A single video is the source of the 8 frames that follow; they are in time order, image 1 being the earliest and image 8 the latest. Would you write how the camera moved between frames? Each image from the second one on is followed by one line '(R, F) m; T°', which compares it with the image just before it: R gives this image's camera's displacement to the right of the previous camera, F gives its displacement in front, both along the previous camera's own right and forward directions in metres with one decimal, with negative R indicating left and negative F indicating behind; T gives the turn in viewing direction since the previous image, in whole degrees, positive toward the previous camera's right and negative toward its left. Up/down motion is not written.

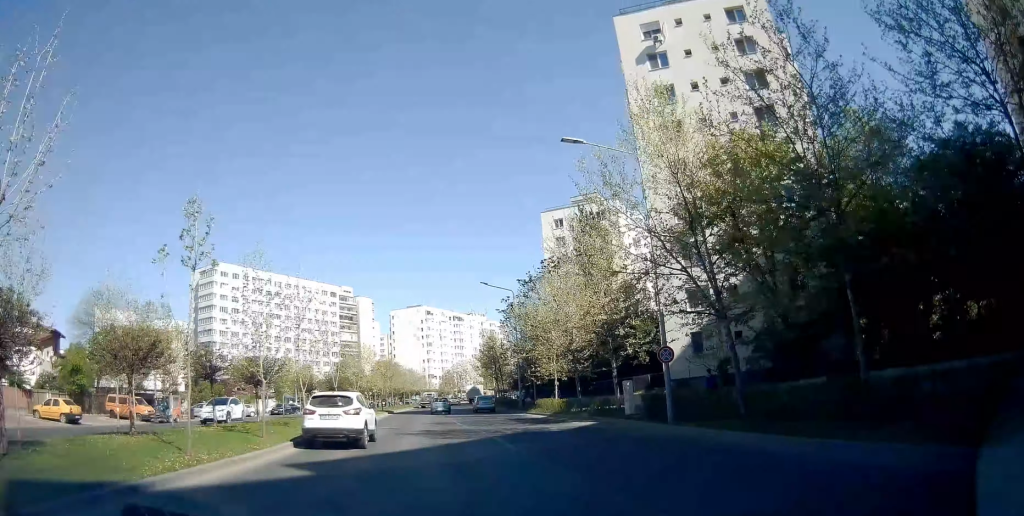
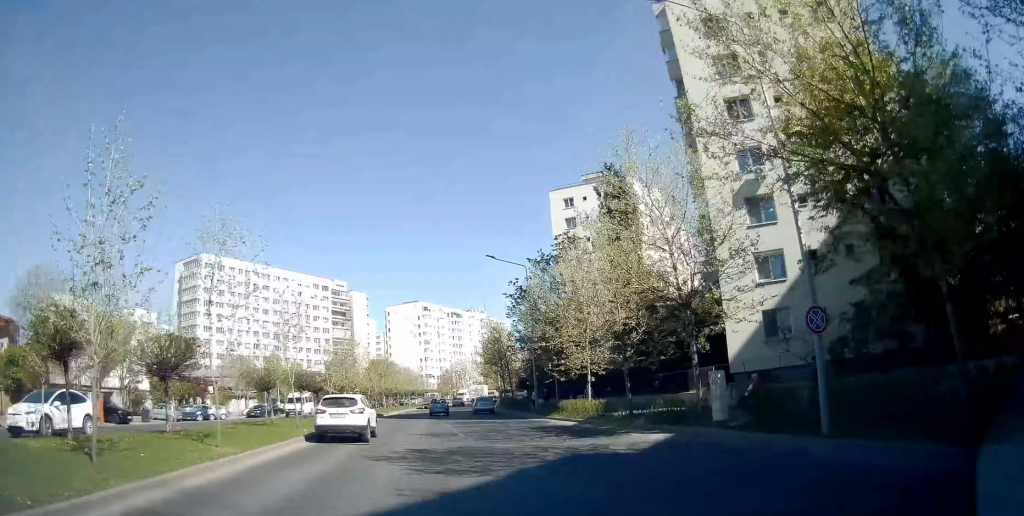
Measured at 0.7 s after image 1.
(-0.1, +8.9) m; -1°
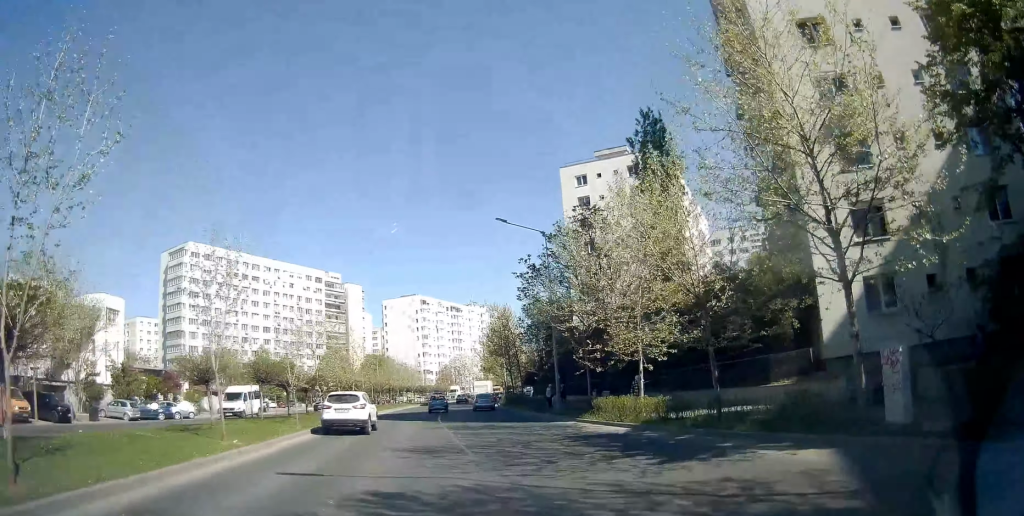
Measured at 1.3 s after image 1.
(-0.1, +7.7) m; -1°
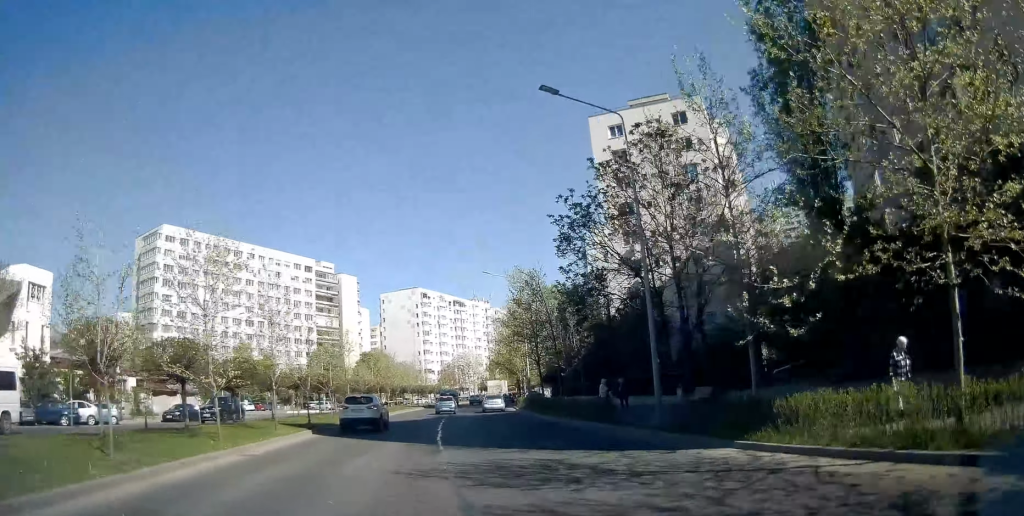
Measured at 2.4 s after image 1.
(-0.1, +14.0) m; 0°
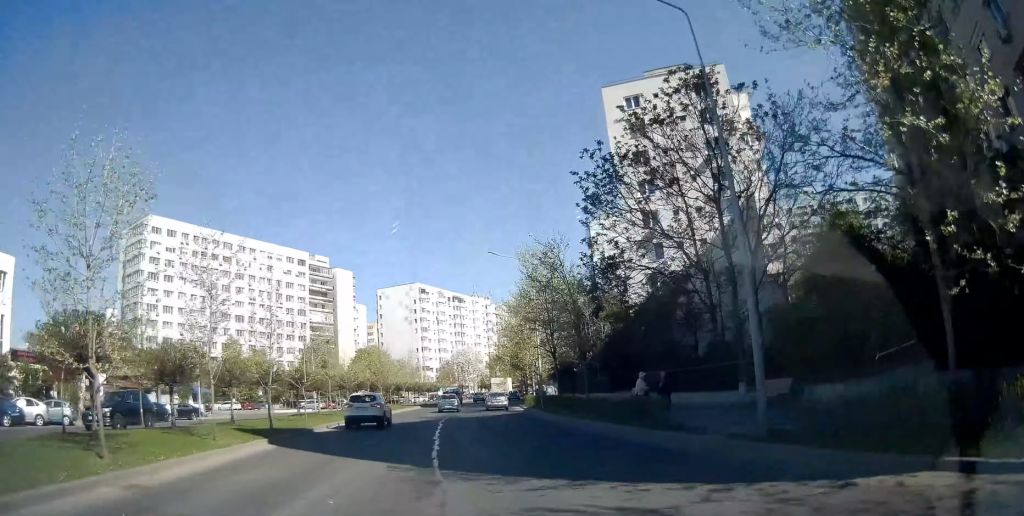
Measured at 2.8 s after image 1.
(0.0, +5.8) m; 0°
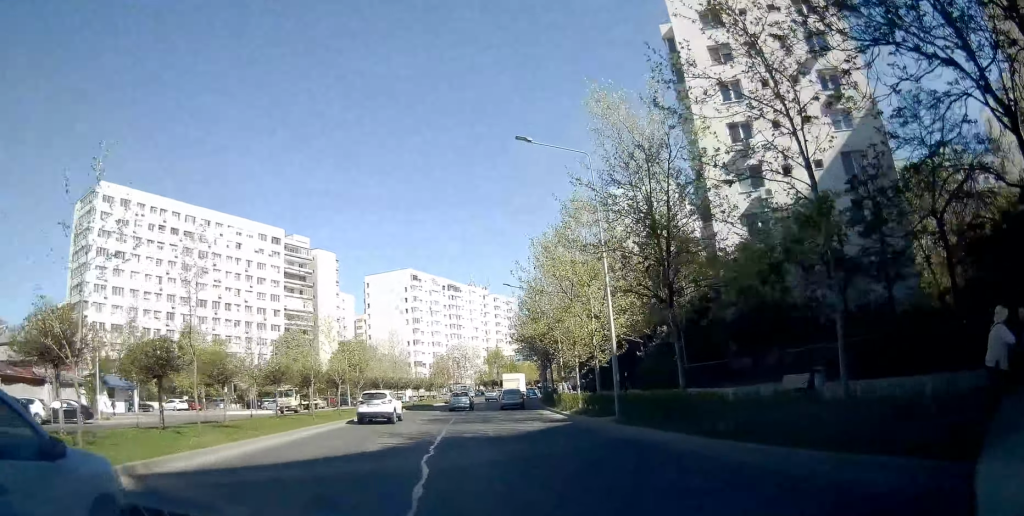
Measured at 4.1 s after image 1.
(+0.1, +17.8) m; 0°
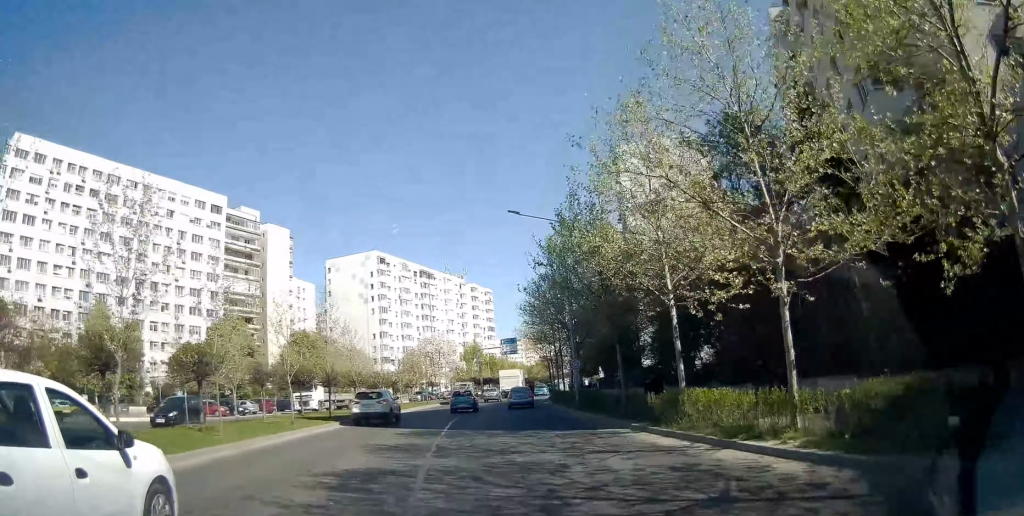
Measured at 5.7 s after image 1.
(-0.3, +21.5) m; 0°
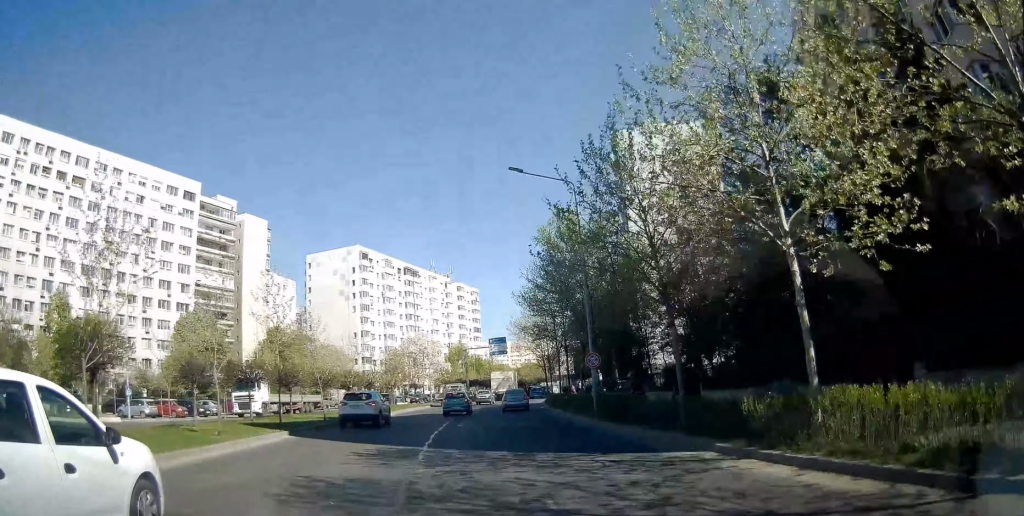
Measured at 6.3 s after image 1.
(+0.1, +6.6) m; +1°
